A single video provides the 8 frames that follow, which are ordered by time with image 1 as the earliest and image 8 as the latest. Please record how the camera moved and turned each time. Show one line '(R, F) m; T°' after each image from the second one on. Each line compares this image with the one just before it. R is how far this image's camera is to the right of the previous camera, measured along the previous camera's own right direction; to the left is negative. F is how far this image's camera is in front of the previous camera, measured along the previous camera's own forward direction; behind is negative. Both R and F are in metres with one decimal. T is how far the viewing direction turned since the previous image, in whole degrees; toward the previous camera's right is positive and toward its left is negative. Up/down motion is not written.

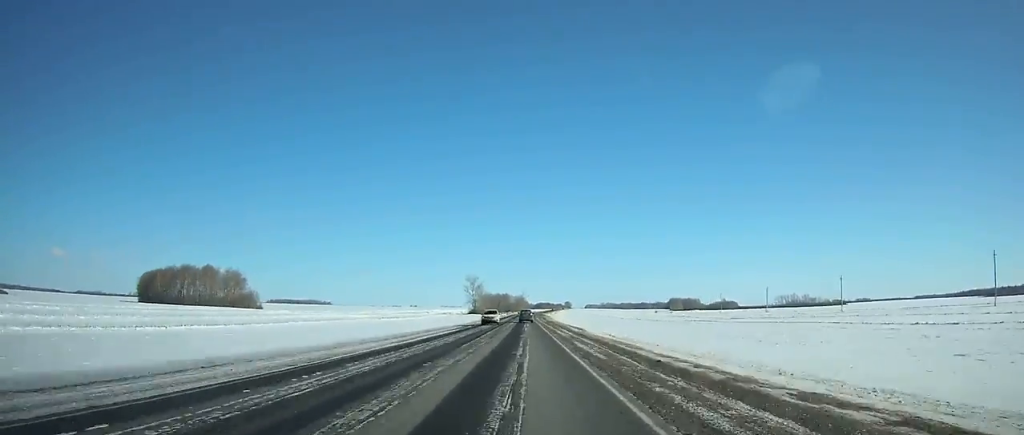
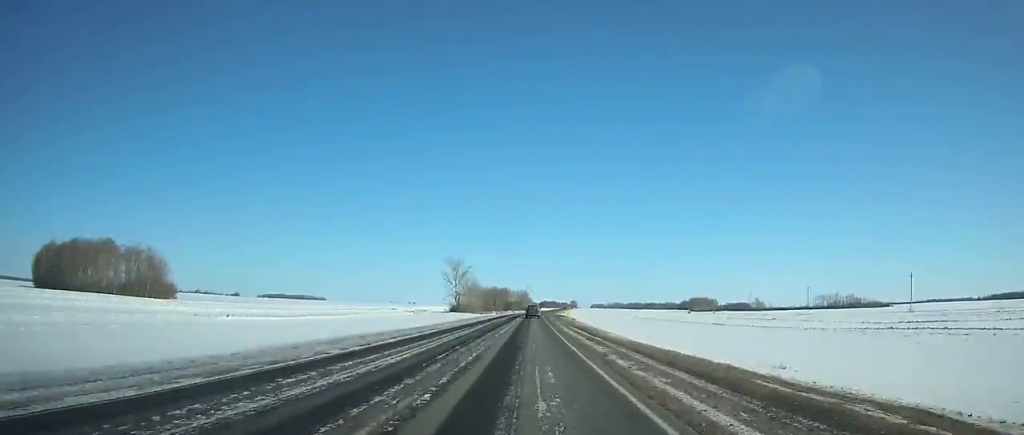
(-0.6, +81.2) m; 0°
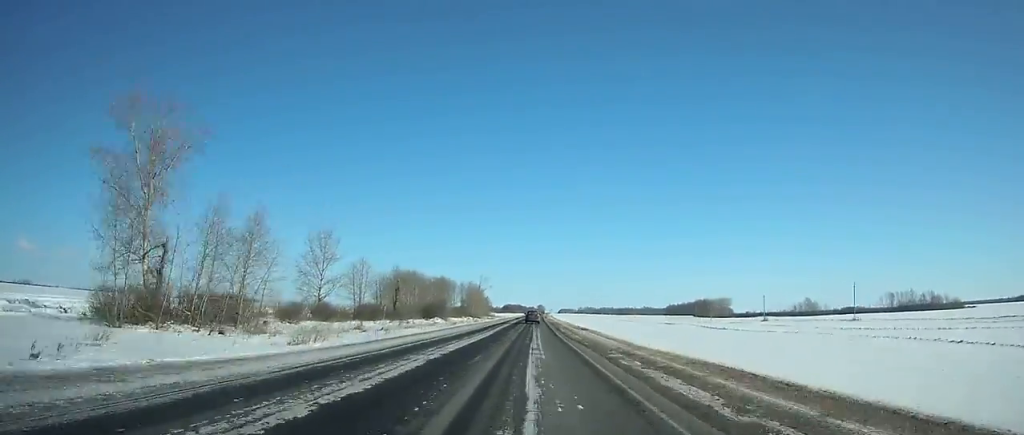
(+4.5, +161.1) m; +4°
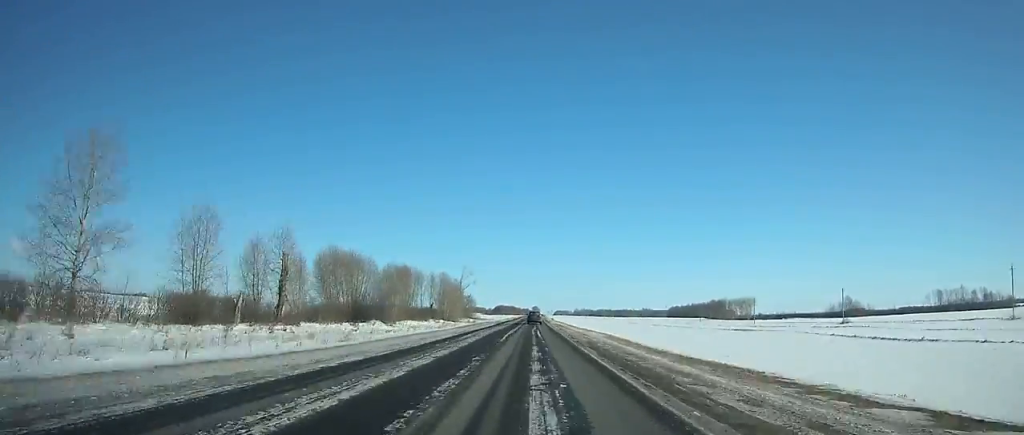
(+0.6, +57.4) m; +1°
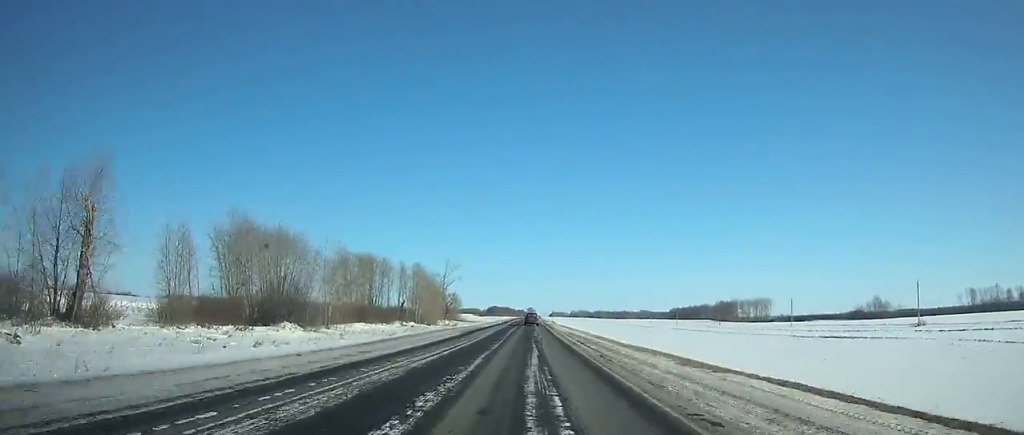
(+0.2, +35.2) m; 0°
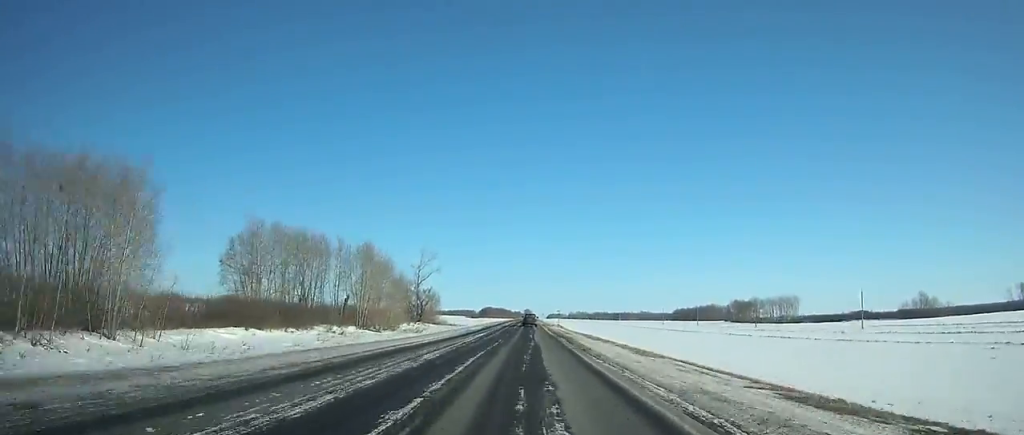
(+0.2, +40.4) m; 0°
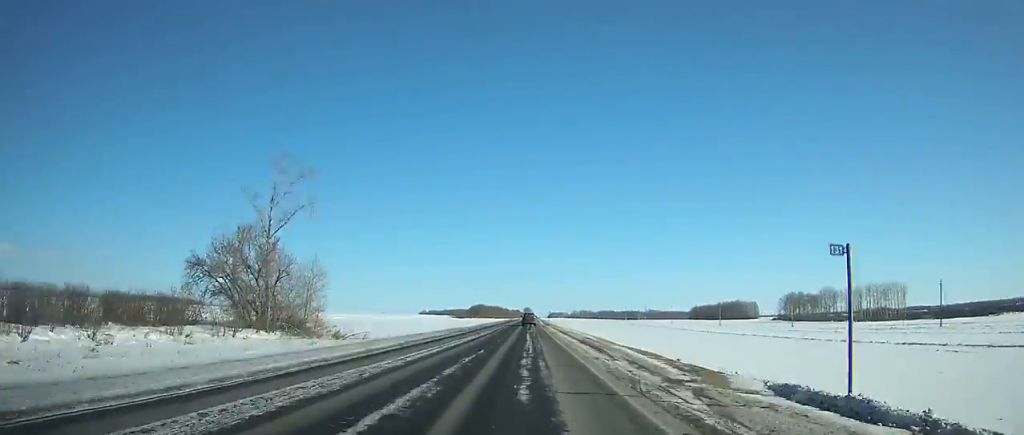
(+0.7, +94.5) m; 0°
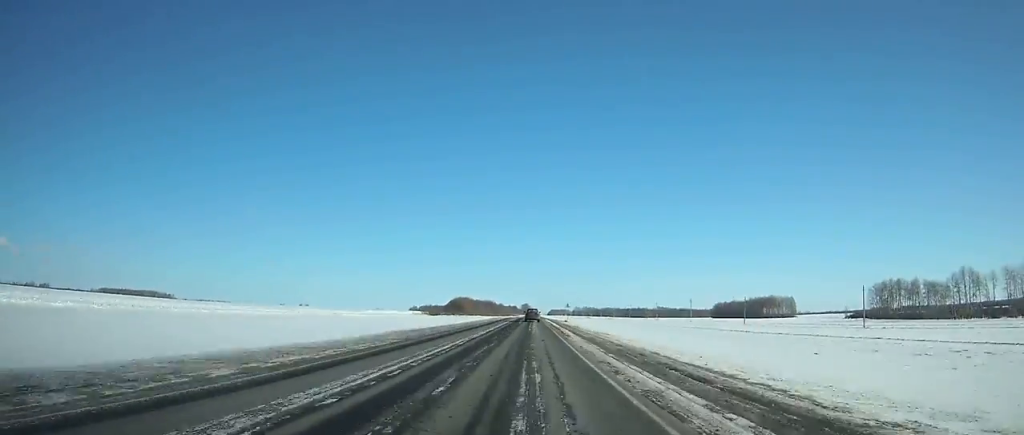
(-0.5, +98.2) m; 0°
